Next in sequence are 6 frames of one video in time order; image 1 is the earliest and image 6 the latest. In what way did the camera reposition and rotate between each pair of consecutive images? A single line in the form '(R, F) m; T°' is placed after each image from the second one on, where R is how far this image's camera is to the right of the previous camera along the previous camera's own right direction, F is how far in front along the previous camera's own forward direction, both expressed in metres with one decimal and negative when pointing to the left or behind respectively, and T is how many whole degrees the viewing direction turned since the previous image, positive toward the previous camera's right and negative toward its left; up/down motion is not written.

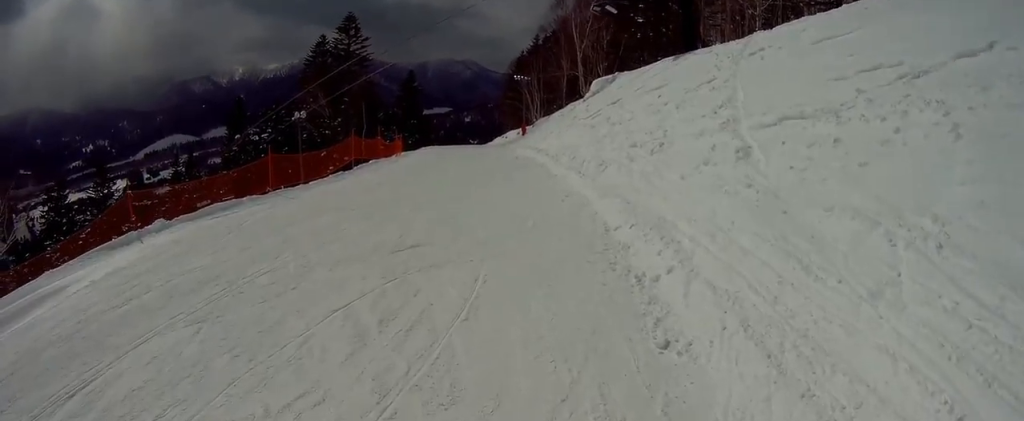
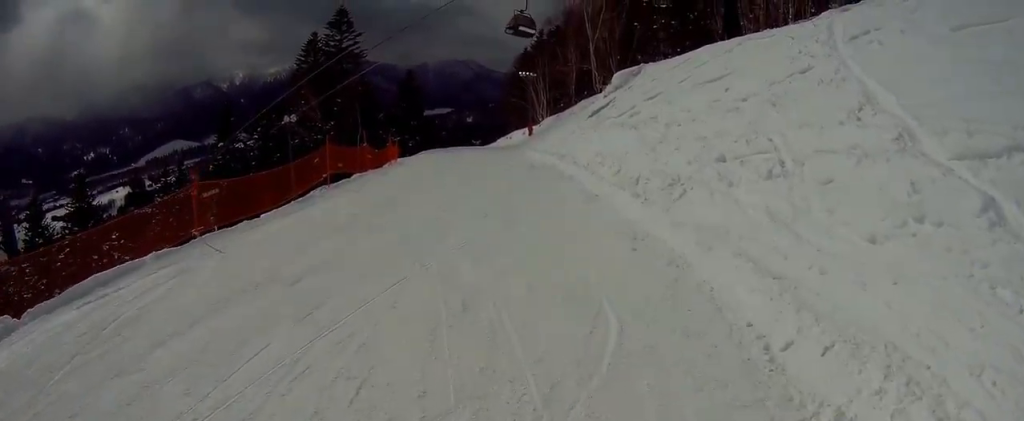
(+0.2, +5.1) m; -5°
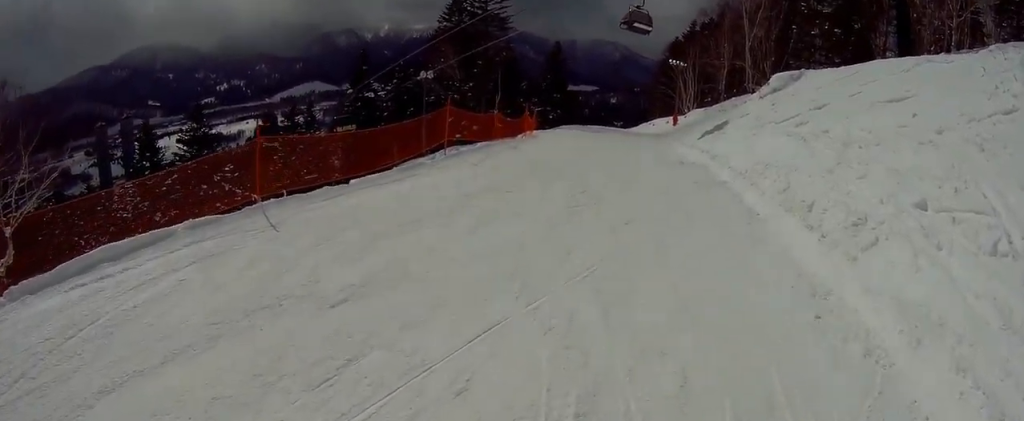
(-0.5, +2.6) m; -2°
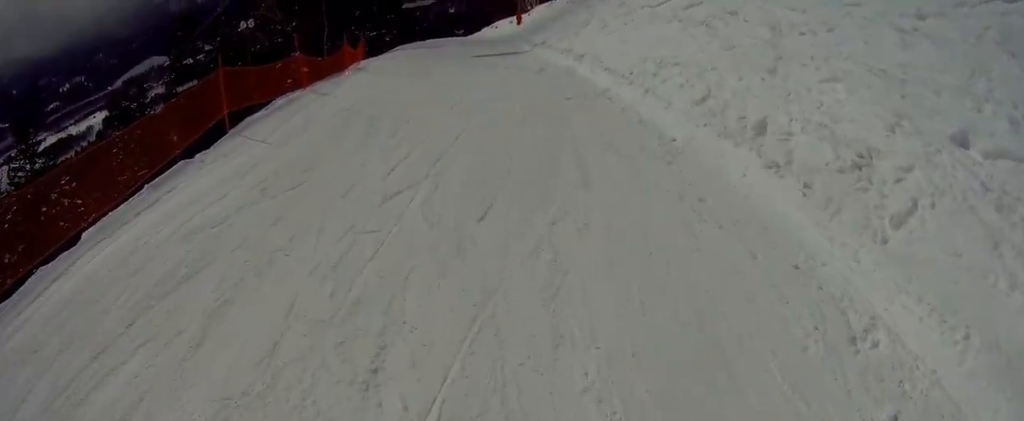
(+0.7, +4.0) m; +14°
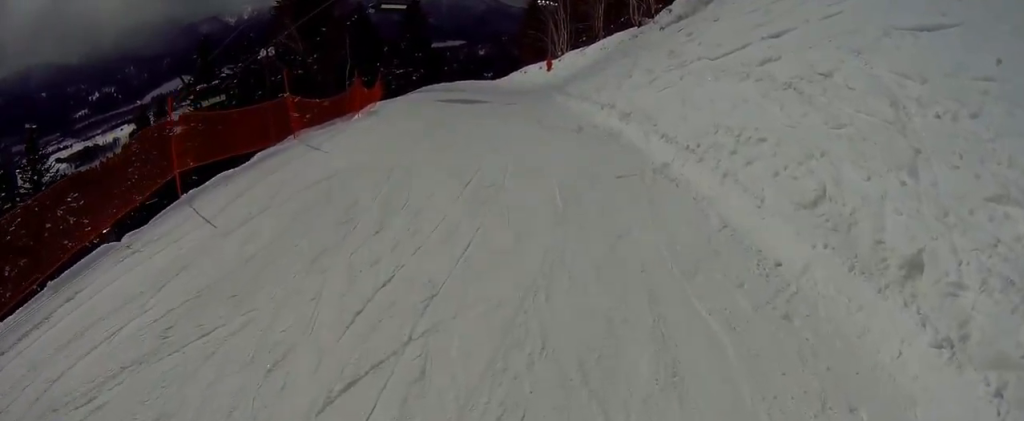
(+0.5, +2.5) m; -6°
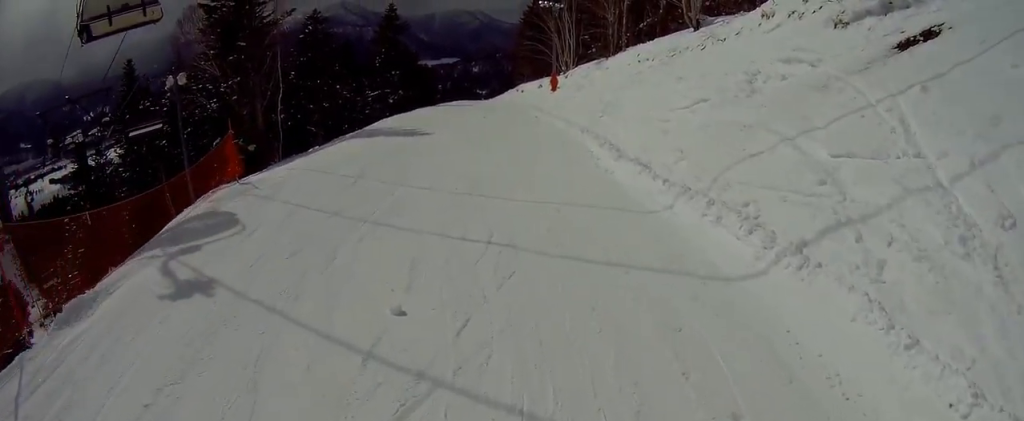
(-1.5, +14.7) m; -8°
